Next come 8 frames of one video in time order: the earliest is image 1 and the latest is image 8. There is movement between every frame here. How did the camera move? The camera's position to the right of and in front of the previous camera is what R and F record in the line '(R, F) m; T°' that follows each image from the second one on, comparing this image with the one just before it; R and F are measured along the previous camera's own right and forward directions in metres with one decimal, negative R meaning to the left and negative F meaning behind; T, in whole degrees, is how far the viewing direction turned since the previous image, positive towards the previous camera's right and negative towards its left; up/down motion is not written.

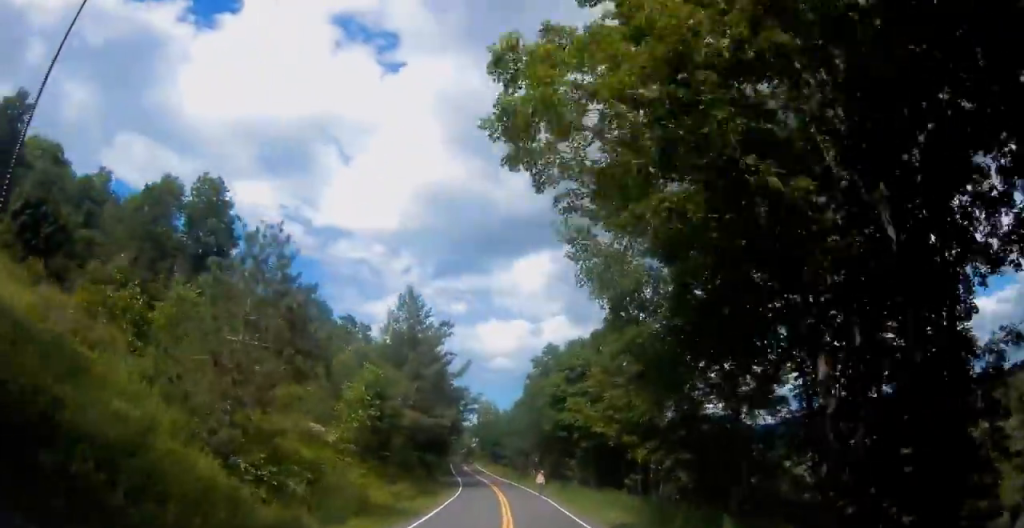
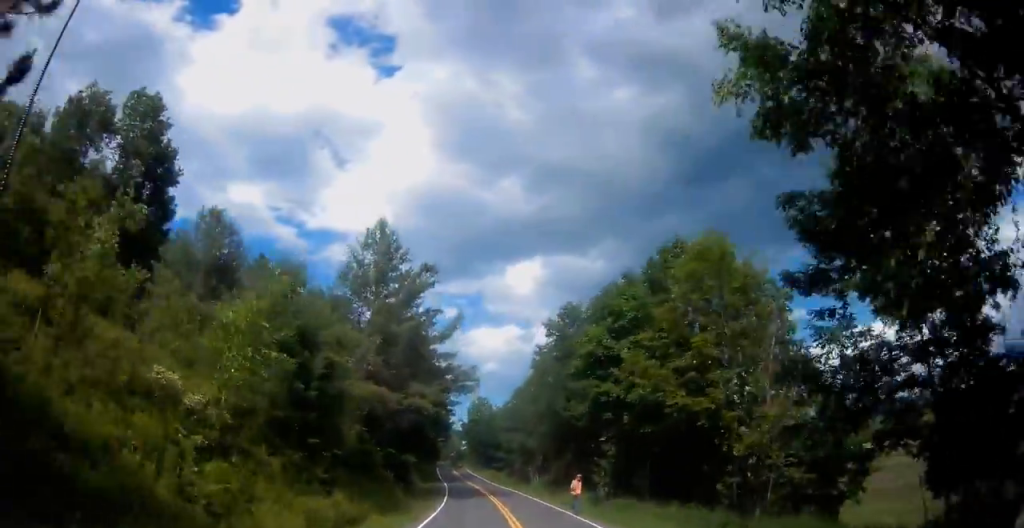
(0.0, +14.2) m; 0°
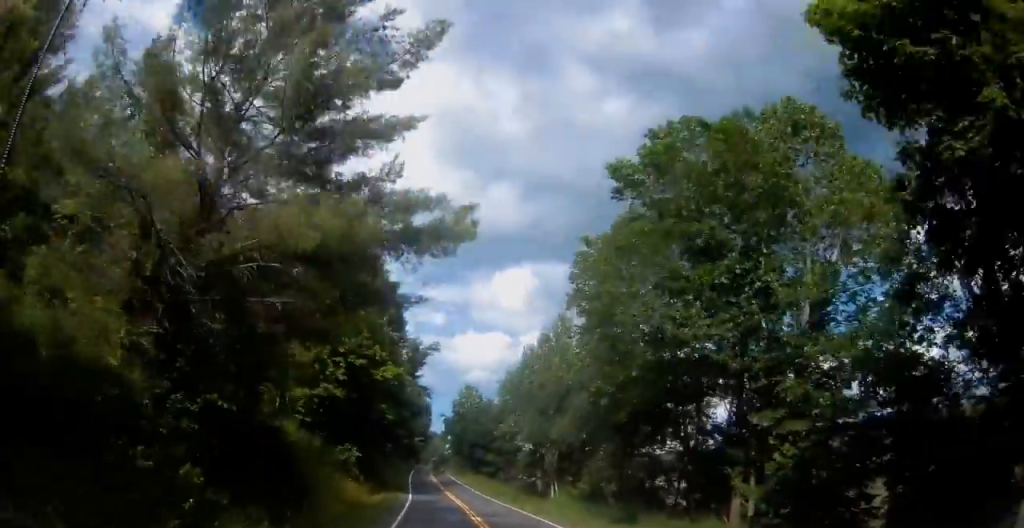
(0.0, +22.4) m; +1°
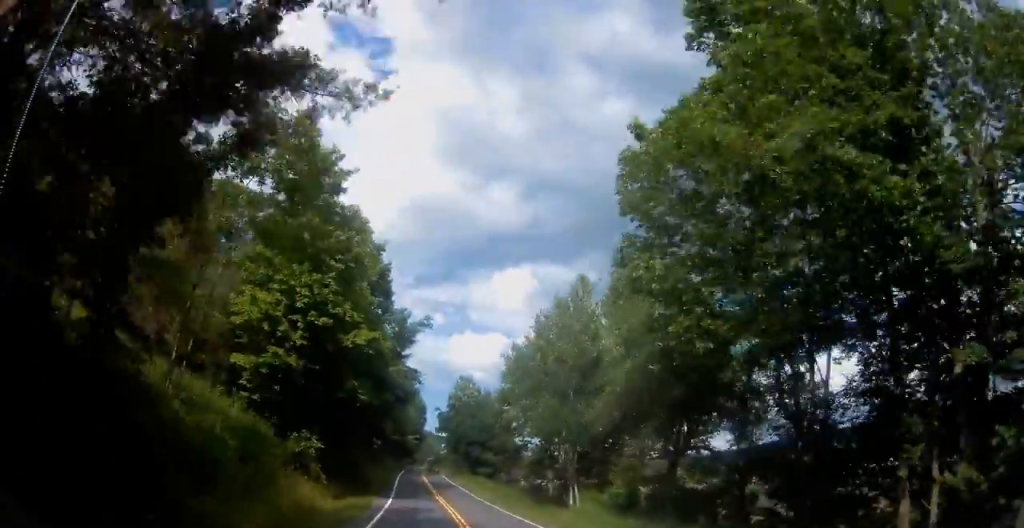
(+0.1, +8.3) m; 0°
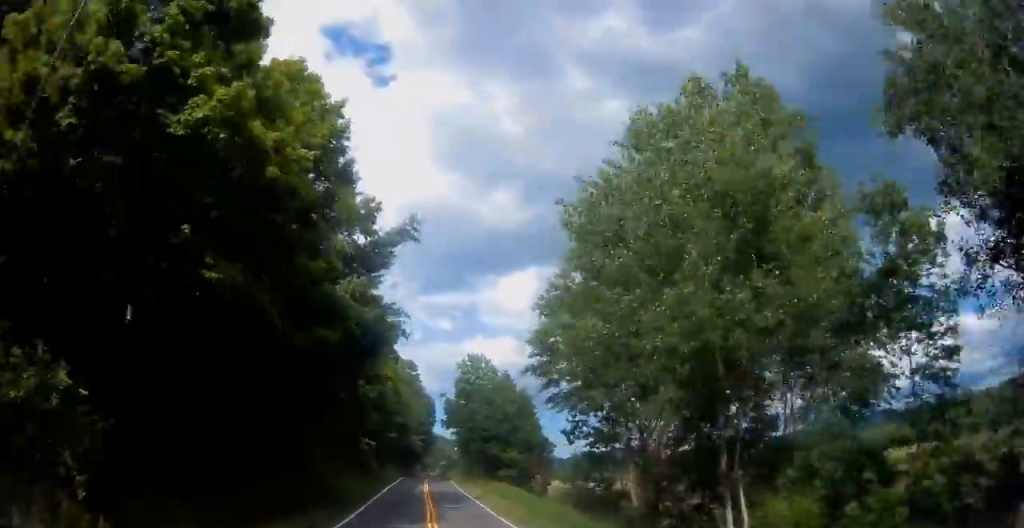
(-0.1, +17.8) m; -2°
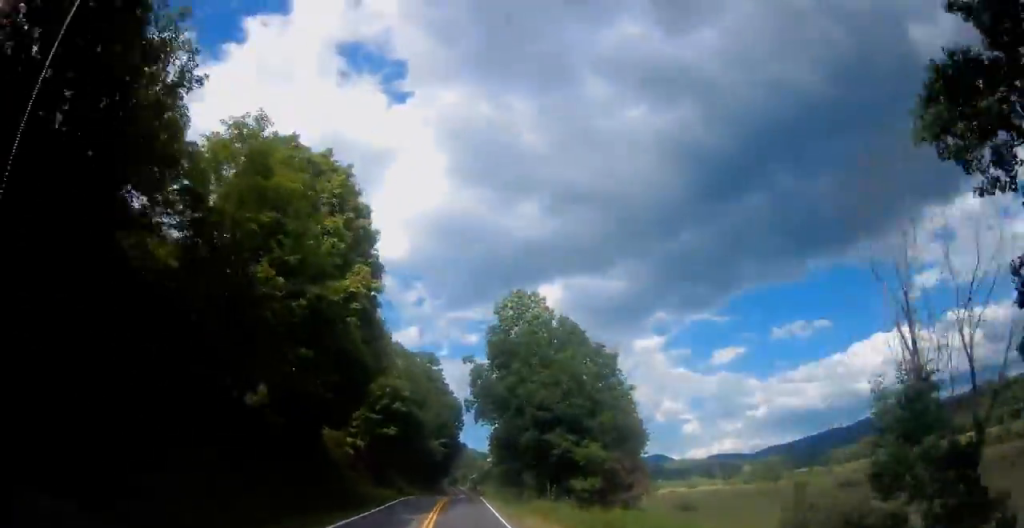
(-1.2, +26.3) m; -3°
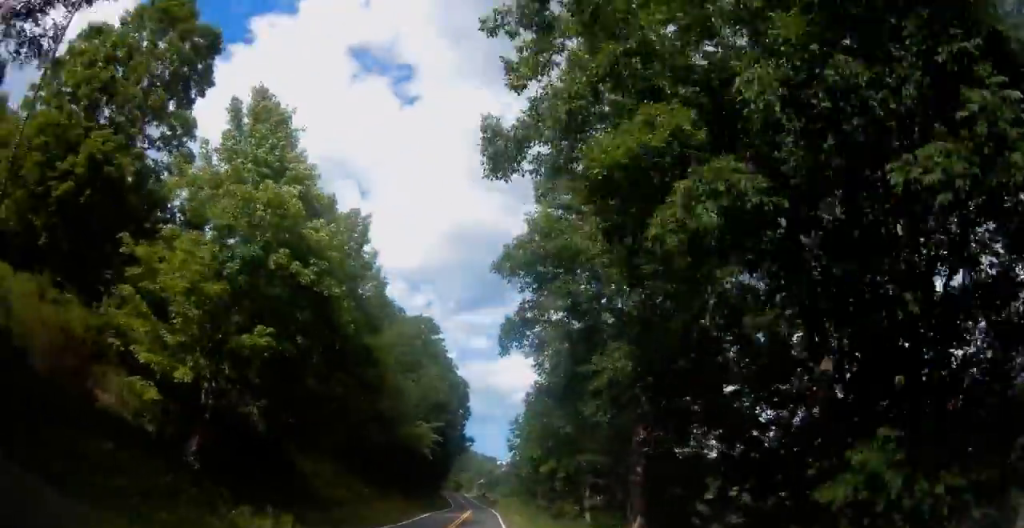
(+0.1, +31.1) m; +1°
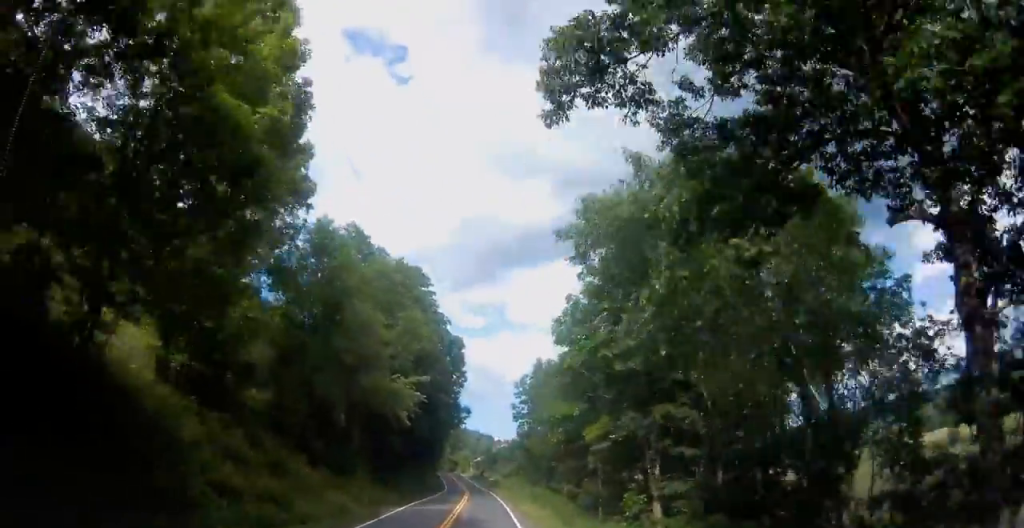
(+0.1, +14.6) m; 0°
